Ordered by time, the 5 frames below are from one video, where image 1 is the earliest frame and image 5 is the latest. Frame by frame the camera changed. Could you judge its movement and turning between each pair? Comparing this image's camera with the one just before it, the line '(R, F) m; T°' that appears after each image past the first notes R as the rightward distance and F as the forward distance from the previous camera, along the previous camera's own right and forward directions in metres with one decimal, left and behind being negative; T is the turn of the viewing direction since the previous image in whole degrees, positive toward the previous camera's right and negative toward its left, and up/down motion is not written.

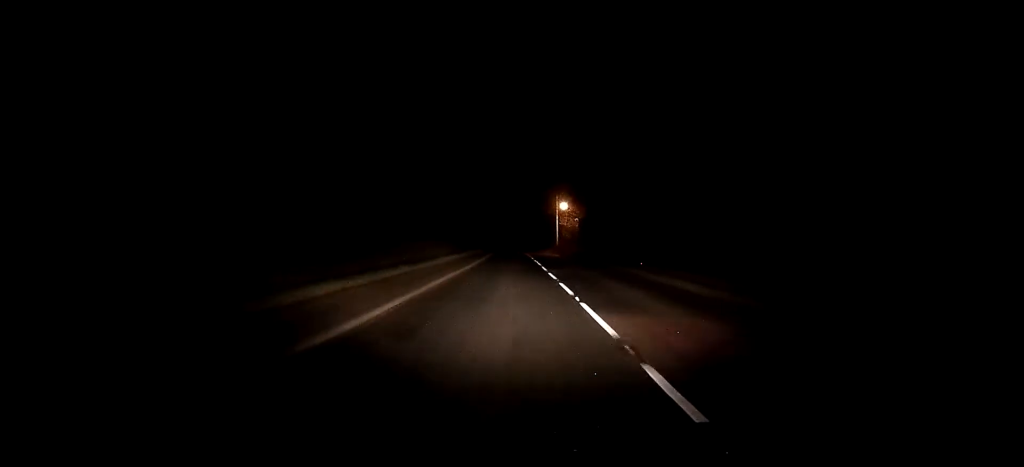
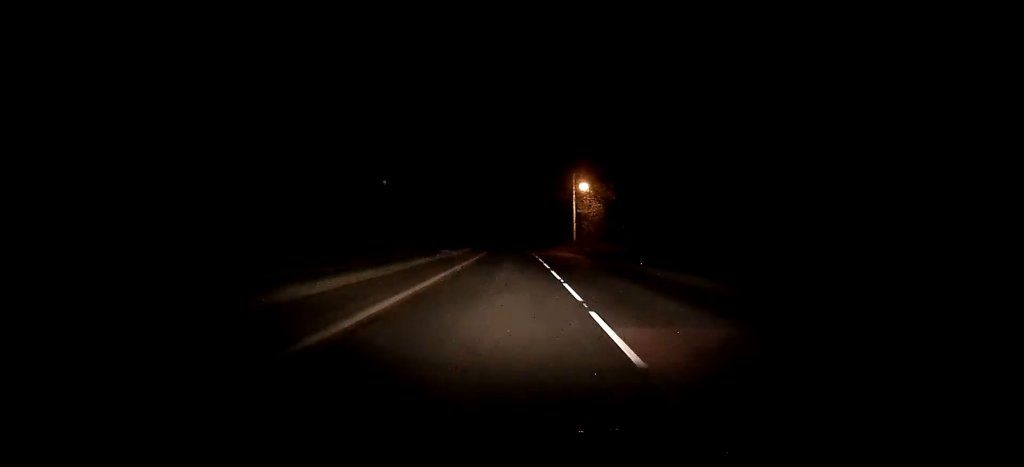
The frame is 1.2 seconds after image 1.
(0.0, +20.0) m; 0°
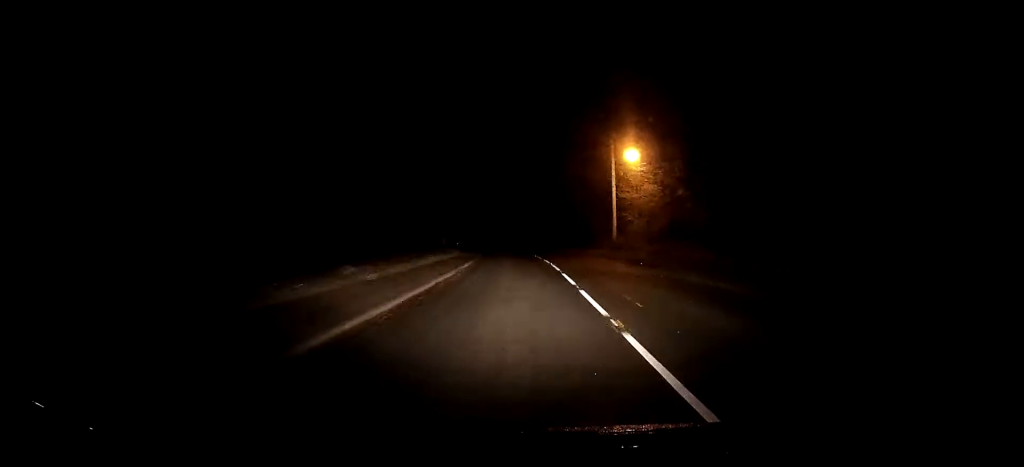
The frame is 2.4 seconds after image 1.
(-0.1, +20.2) m; -1°
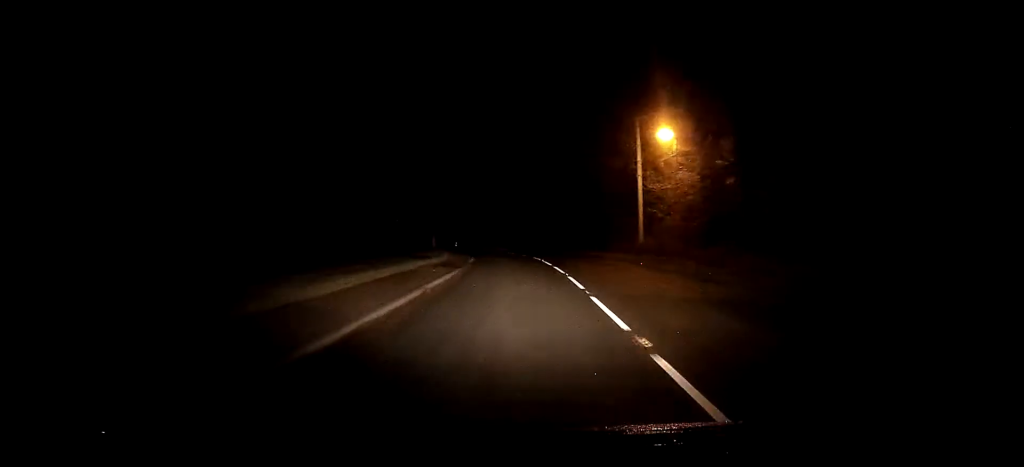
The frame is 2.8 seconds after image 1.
(-0.1, +7.3) m; -1°
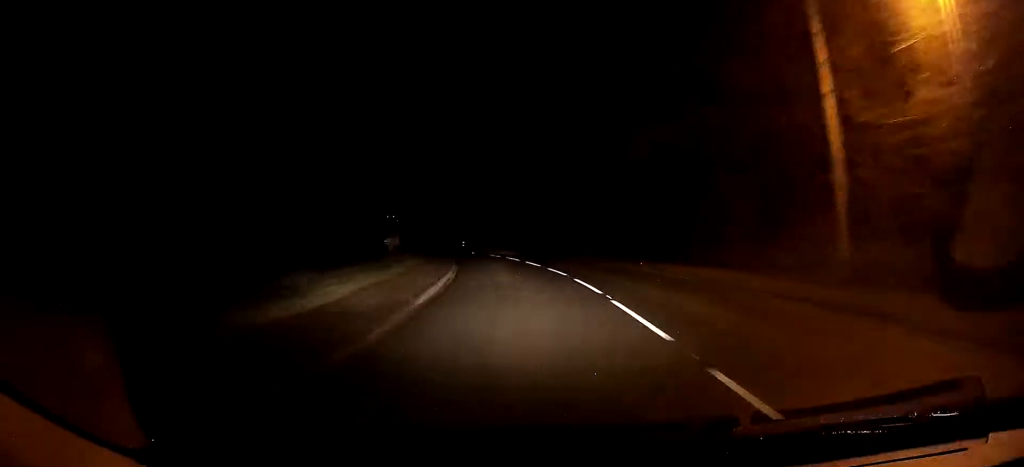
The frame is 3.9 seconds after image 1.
(-0.4, +18.4) m; -3°
